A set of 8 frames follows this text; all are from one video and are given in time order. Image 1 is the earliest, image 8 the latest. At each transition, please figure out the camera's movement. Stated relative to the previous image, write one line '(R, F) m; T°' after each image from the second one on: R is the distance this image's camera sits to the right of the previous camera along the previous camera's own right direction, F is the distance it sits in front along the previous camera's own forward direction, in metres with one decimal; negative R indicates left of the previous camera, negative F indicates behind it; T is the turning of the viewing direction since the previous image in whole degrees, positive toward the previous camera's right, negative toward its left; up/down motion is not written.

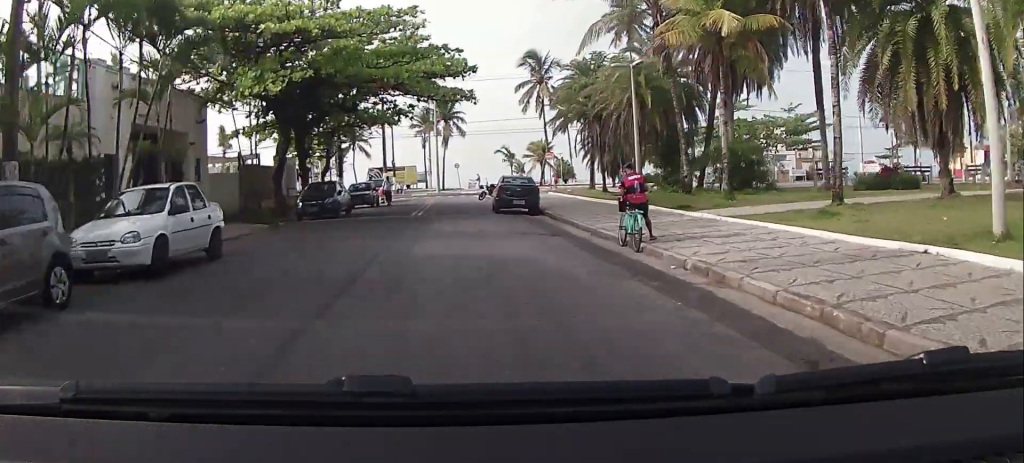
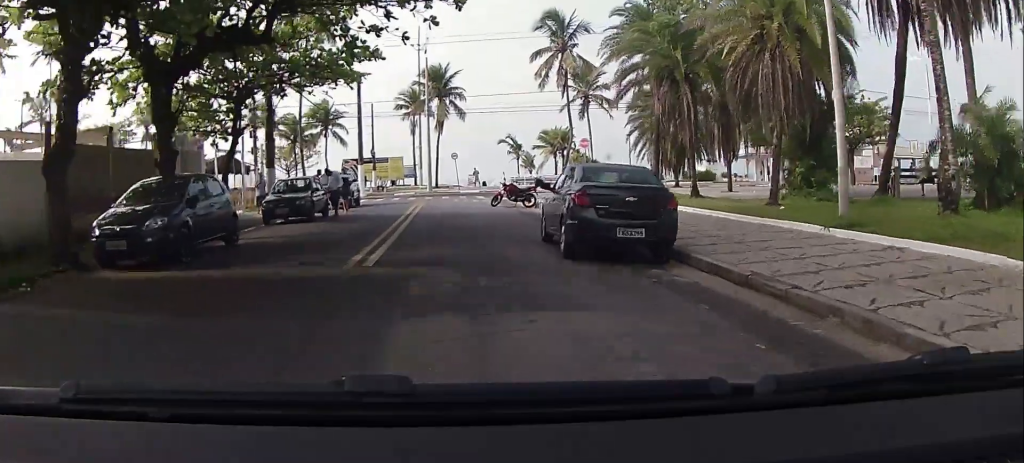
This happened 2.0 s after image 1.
(+0.6, +19.0) m; +2°
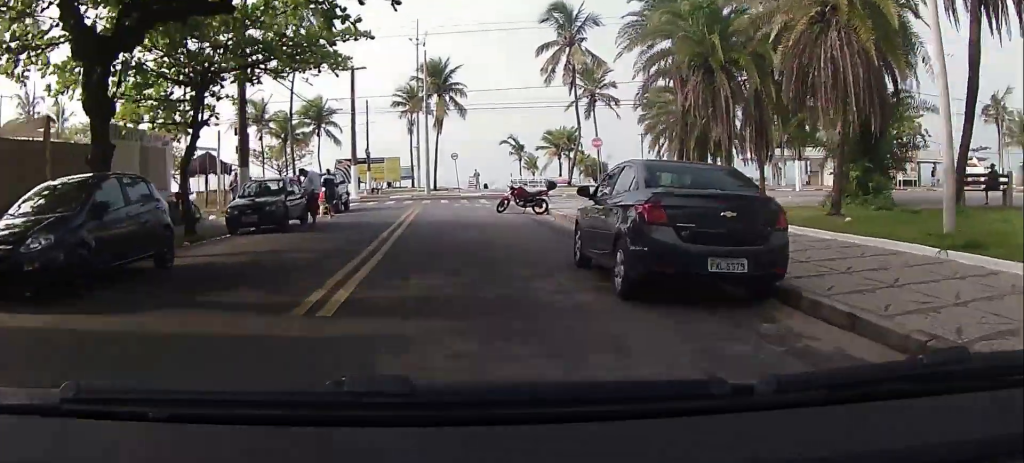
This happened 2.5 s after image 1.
(-0.1, +3.6) m; 0°
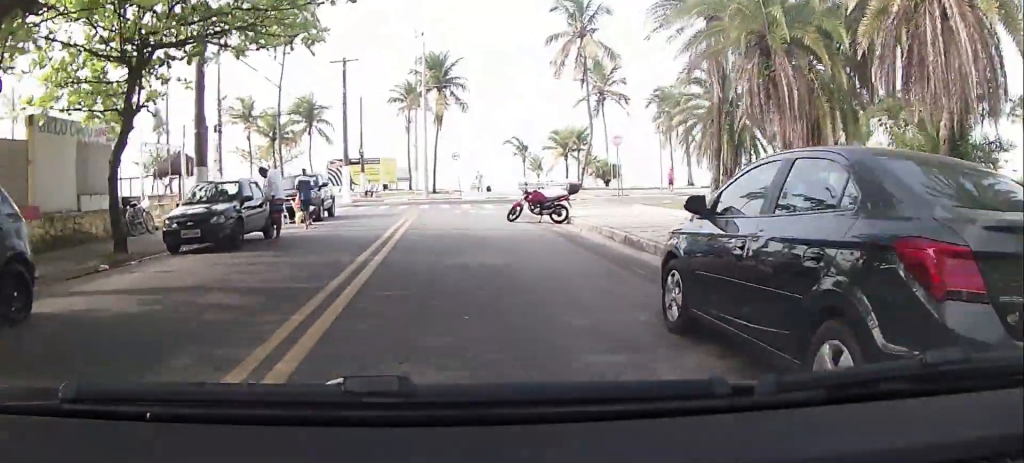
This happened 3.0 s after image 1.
(0.0, +4.5) m; 0°
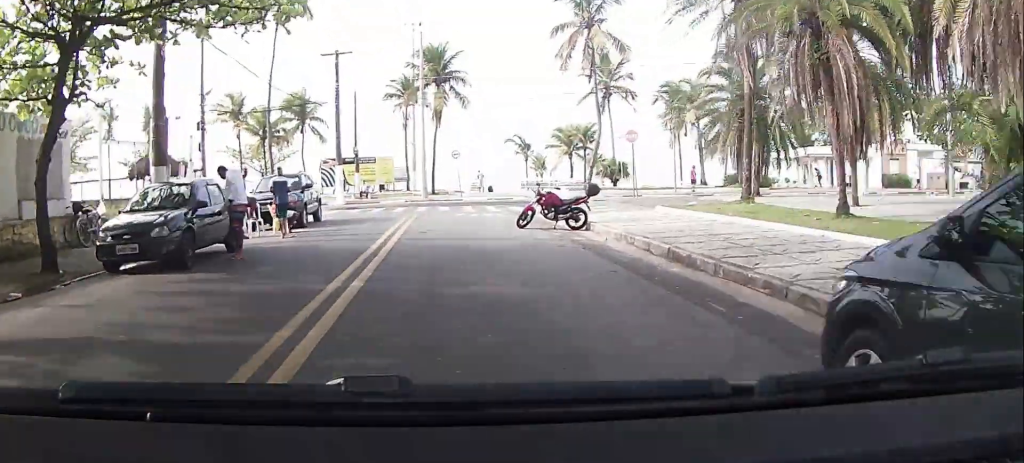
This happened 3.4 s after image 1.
(0.0, +3.0) m; 0°
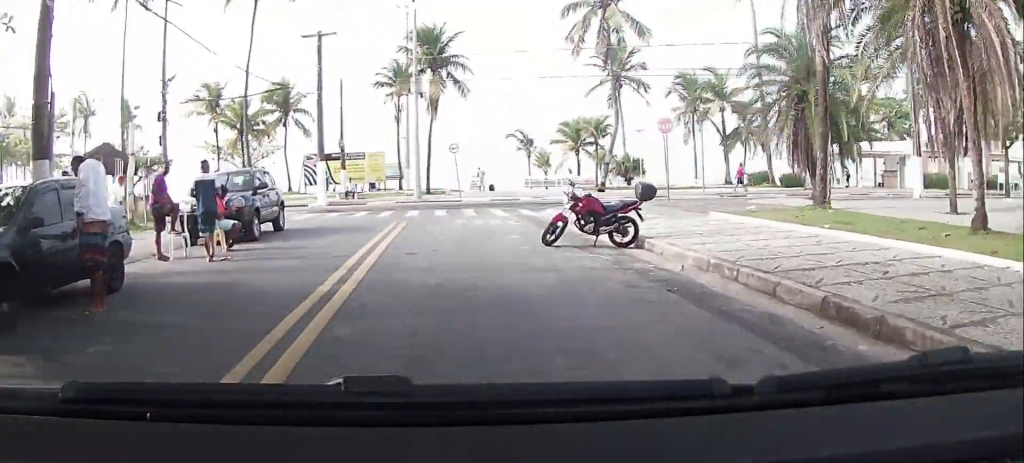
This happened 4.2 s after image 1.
(0.0, +5.5) m; 0°
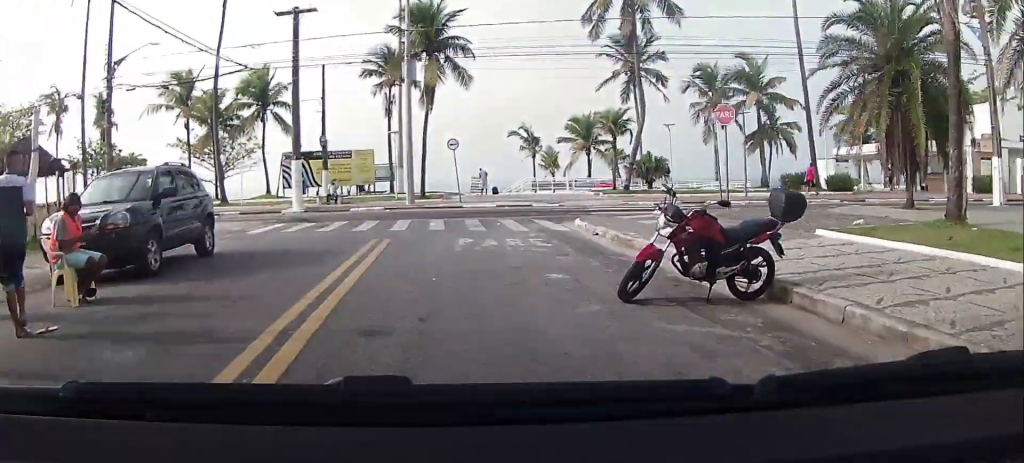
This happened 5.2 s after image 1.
(0.0, +6.3) m; 0°
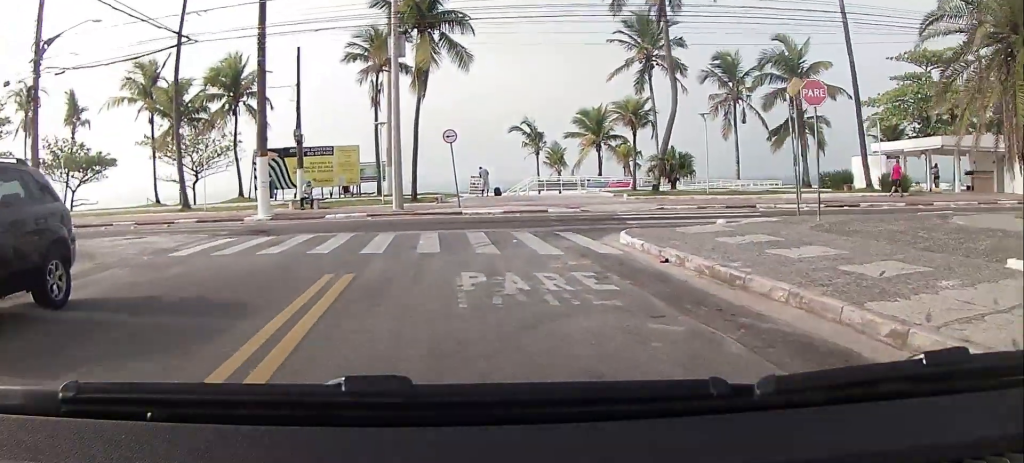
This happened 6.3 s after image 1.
(0.0, +6.1) m; +2°
